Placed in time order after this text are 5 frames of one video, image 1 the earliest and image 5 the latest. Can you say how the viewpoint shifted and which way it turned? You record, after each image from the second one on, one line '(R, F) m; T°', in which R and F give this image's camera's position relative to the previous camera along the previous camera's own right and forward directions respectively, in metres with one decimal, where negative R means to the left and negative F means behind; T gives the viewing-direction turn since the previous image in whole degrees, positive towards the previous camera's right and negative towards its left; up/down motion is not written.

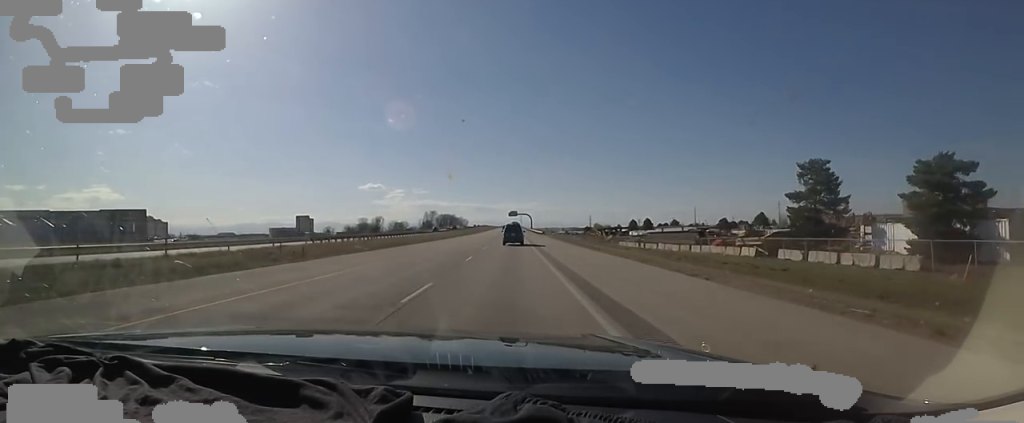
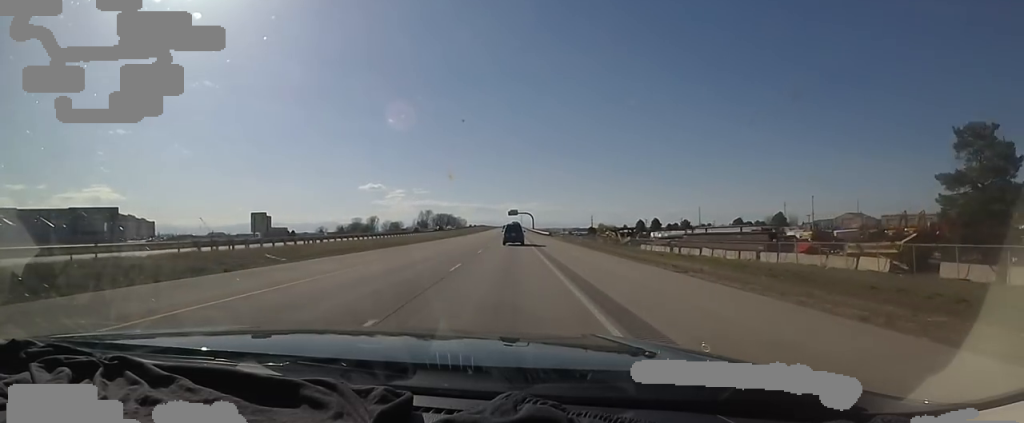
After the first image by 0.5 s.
(0.0, +17.2) m; -1°
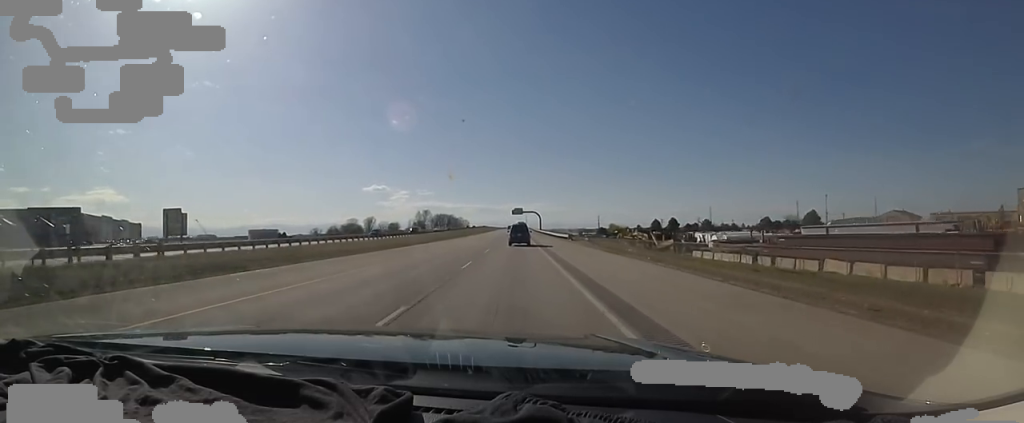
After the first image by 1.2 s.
(-0.6, +22.6) m; -1°
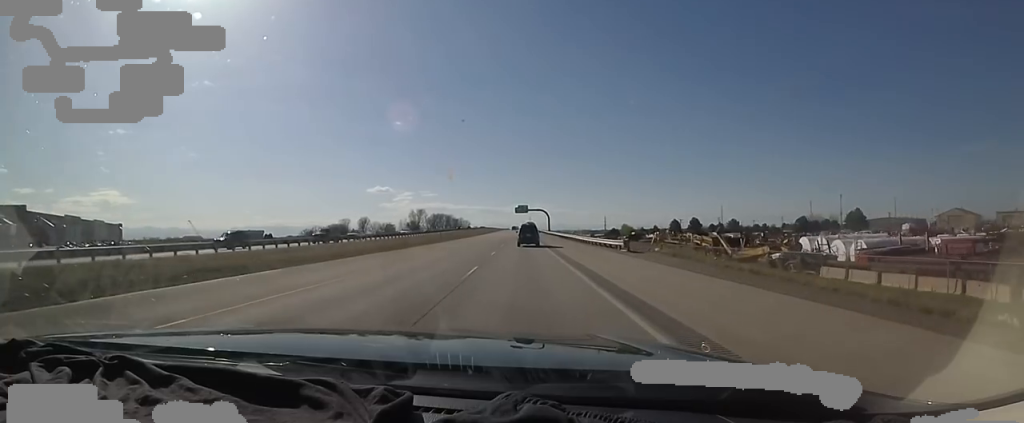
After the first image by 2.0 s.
(-0.1, +26.1) m; +1°
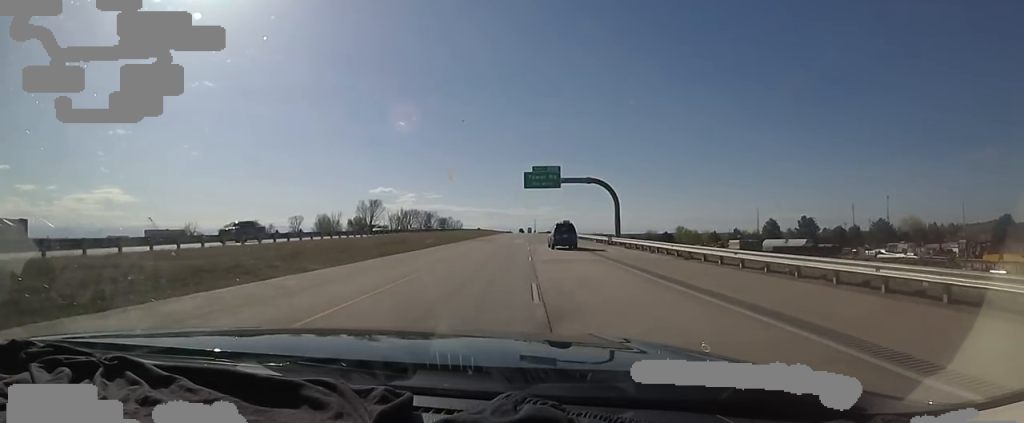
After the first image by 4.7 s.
(+0.5, +89.3) m; 0°
